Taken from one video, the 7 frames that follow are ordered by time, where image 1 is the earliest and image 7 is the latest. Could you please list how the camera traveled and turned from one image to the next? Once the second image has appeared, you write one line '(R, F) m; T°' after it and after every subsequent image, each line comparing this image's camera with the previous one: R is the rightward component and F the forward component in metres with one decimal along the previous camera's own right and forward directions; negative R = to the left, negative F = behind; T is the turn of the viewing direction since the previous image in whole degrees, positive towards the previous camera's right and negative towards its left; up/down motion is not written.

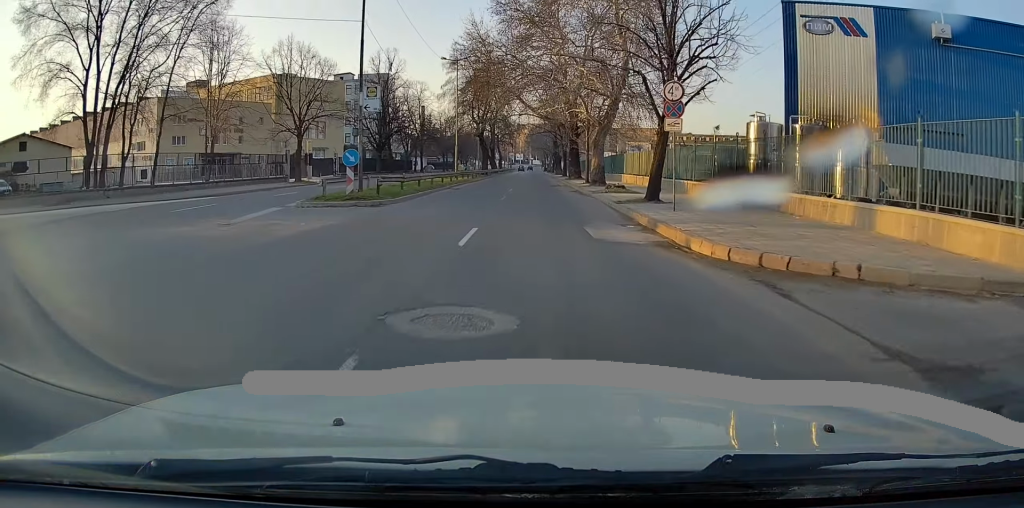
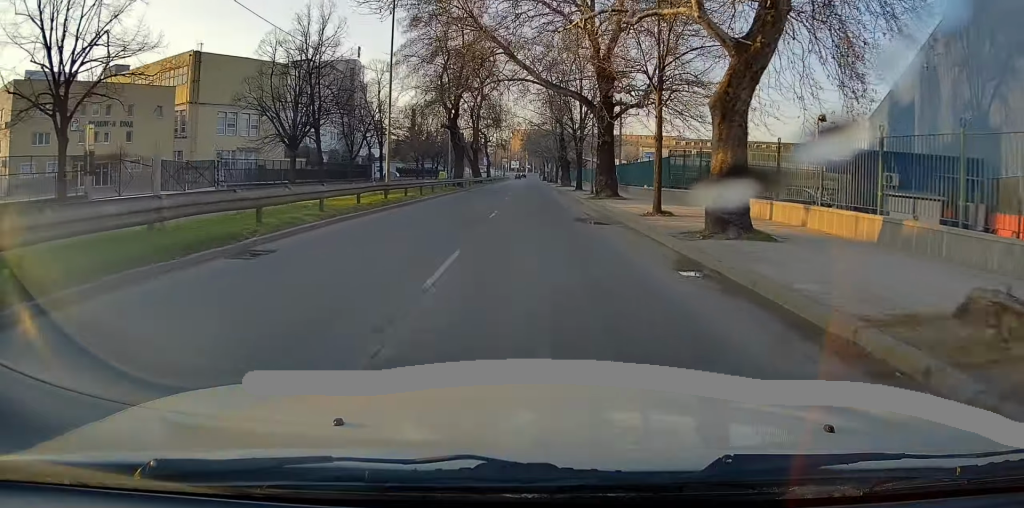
(+0.2, +25.6) m; +1°
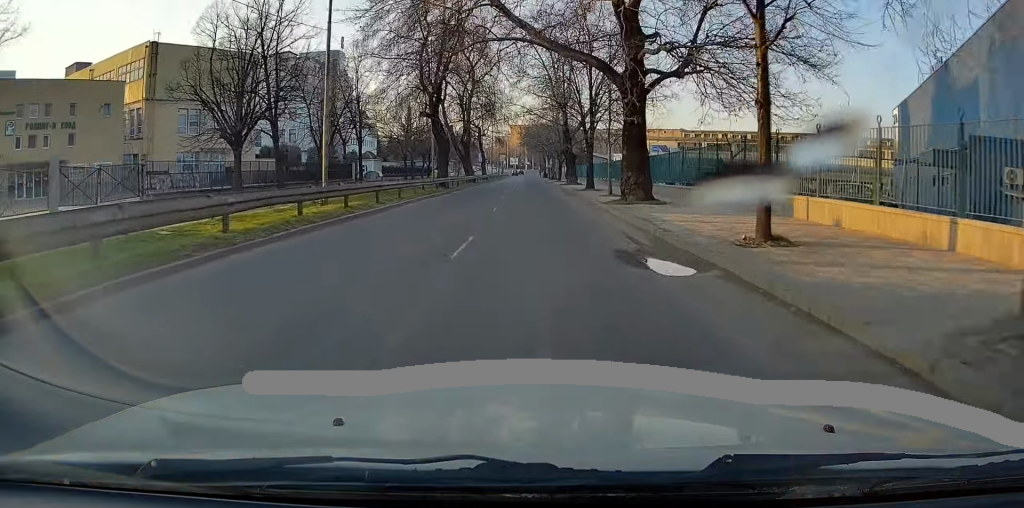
(+0.1, +9.0) m; +1°
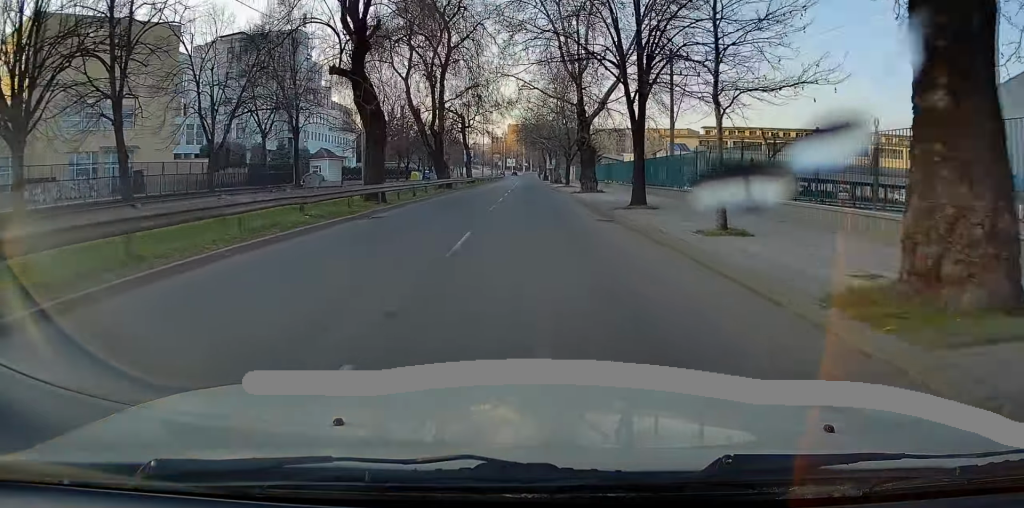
(0.0, +18.1) m; 0°
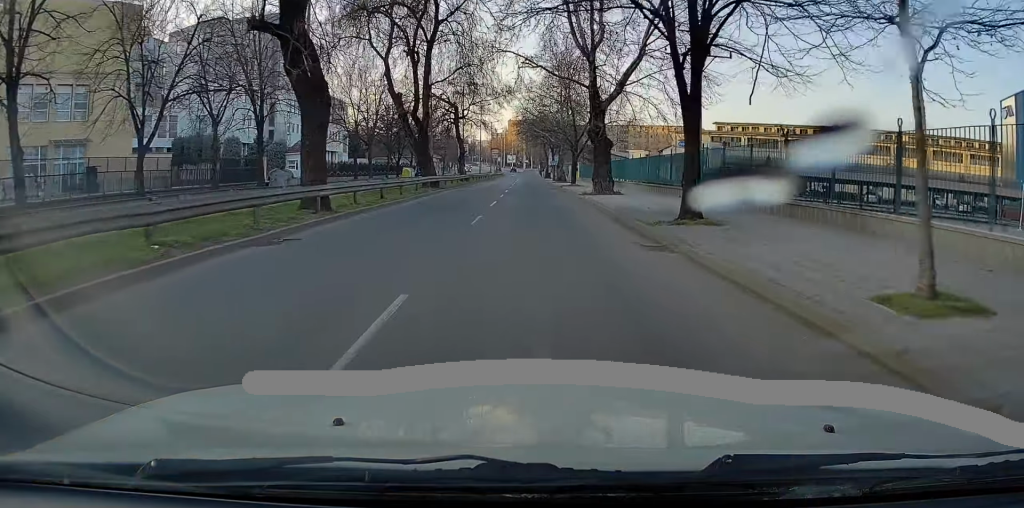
(0.0, +6.9) m; 0°
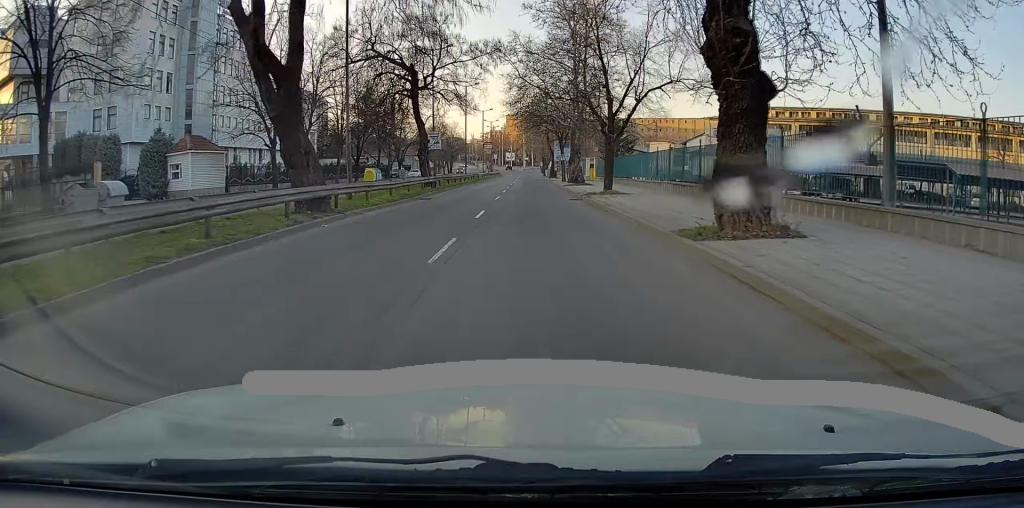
(-0.3, +20.4) m; -1°
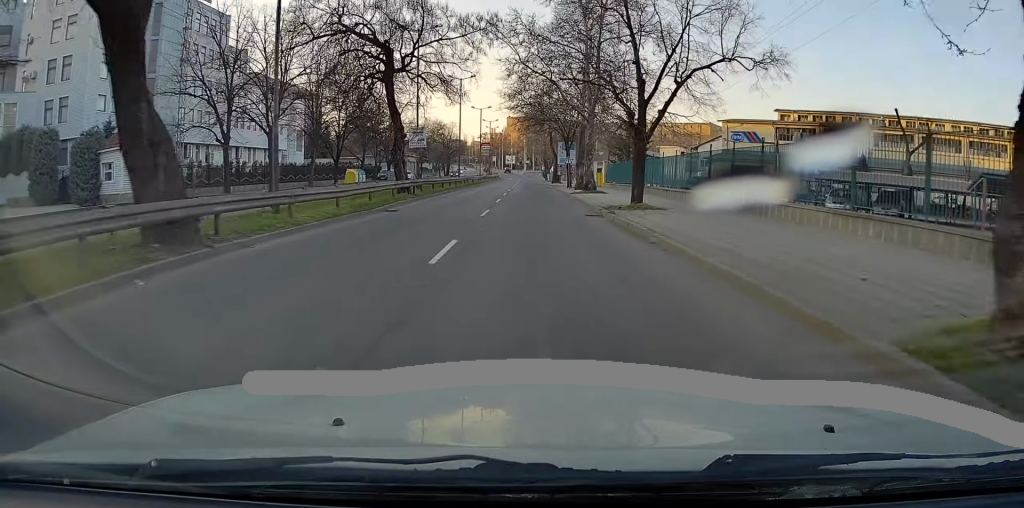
(0.0, +7.2) m; 0°
